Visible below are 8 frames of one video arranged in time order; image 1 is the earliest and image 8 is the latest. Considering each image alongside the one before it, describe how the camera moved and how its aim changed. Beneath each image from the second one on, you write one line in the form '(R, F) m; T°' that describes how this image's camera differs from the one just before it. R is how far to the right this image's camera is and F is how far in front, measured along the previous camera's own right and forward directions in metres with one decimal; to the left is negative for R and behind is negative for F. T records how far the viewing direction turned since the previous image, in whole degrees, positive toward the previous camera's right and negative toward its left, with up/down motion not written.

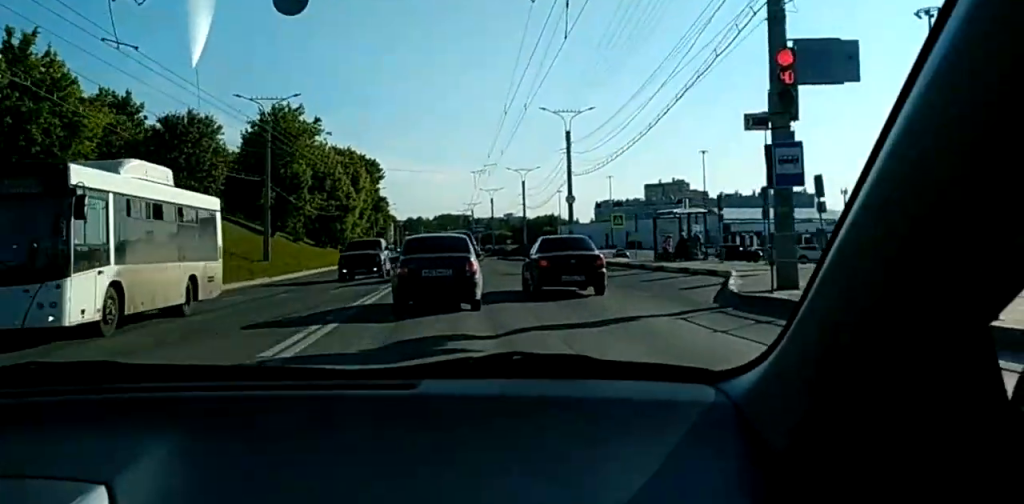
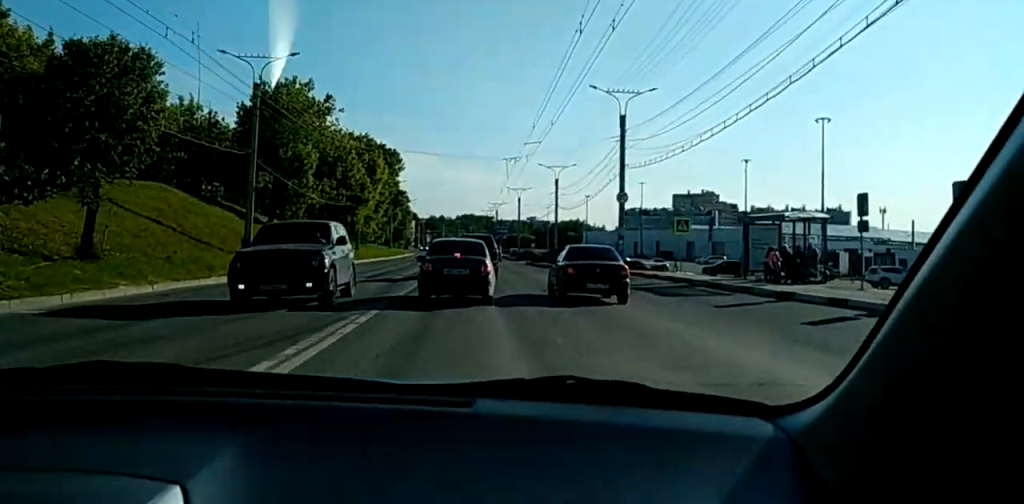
(-0.3, +10.3) m; -1°
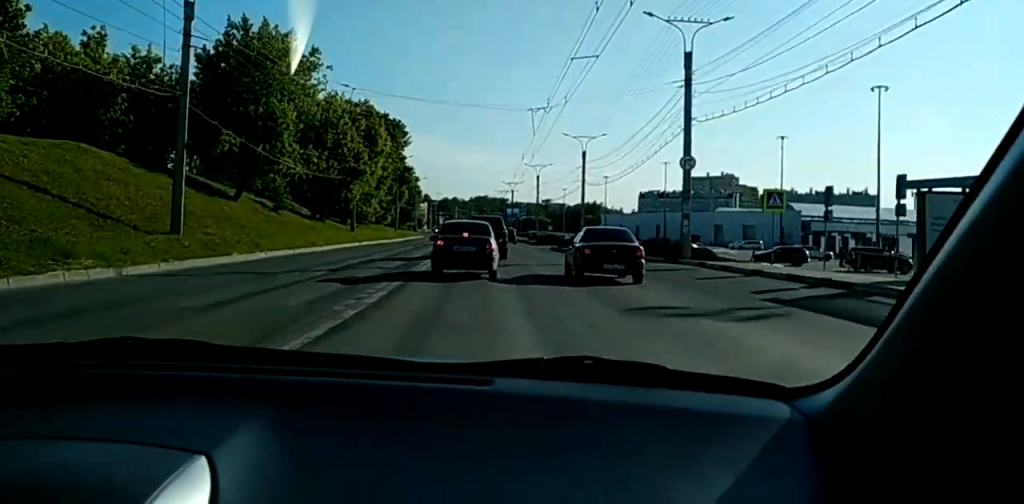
(0.0, +11.5) m; 0°
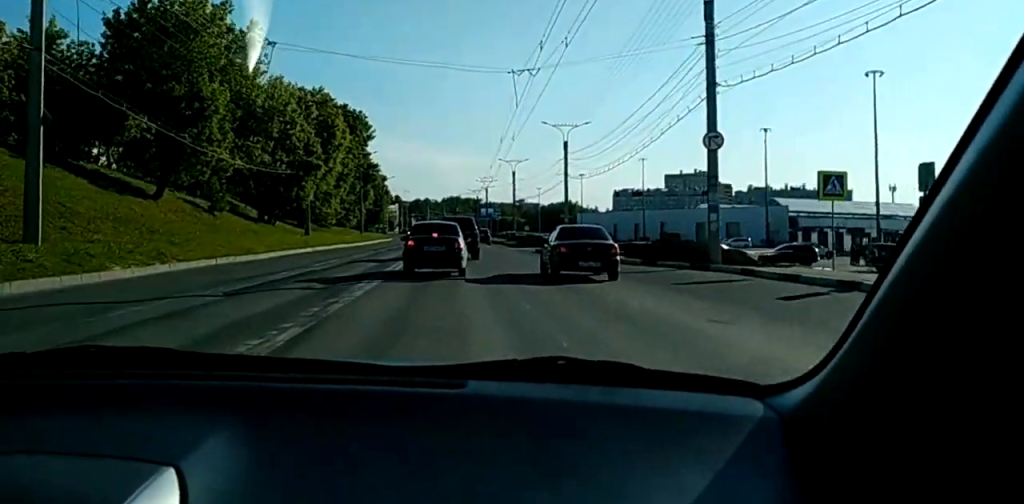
(+0.2, +7.7) m; 0°
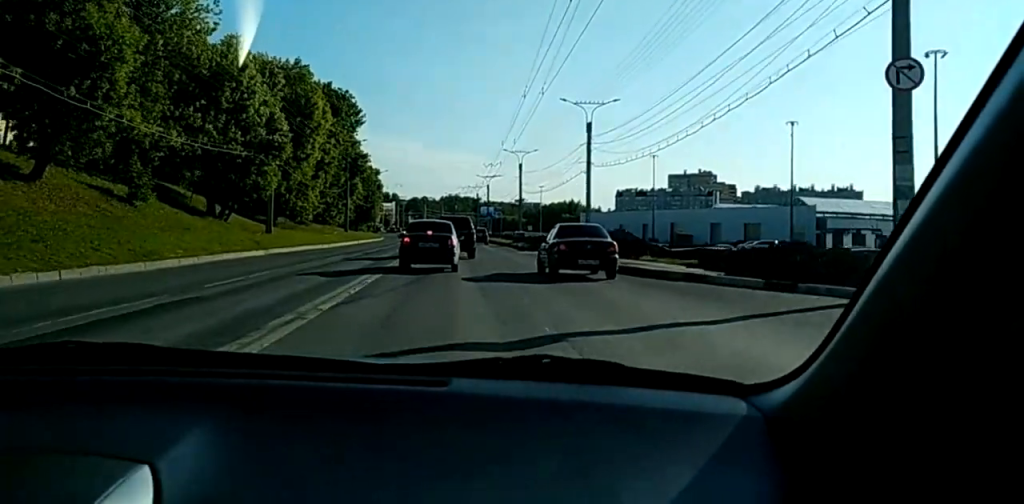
(-0.3, +11.2) m; -1°
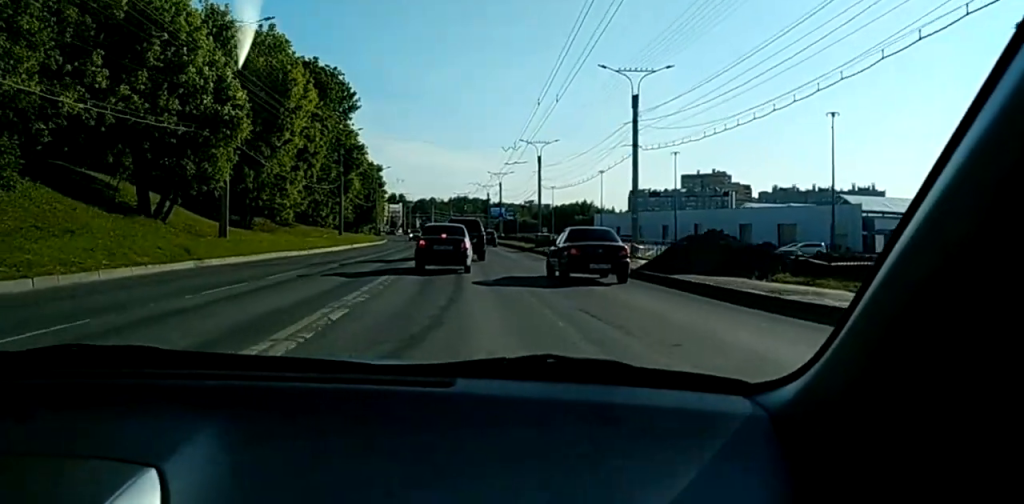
(+0.1, +12.1) m; 0°
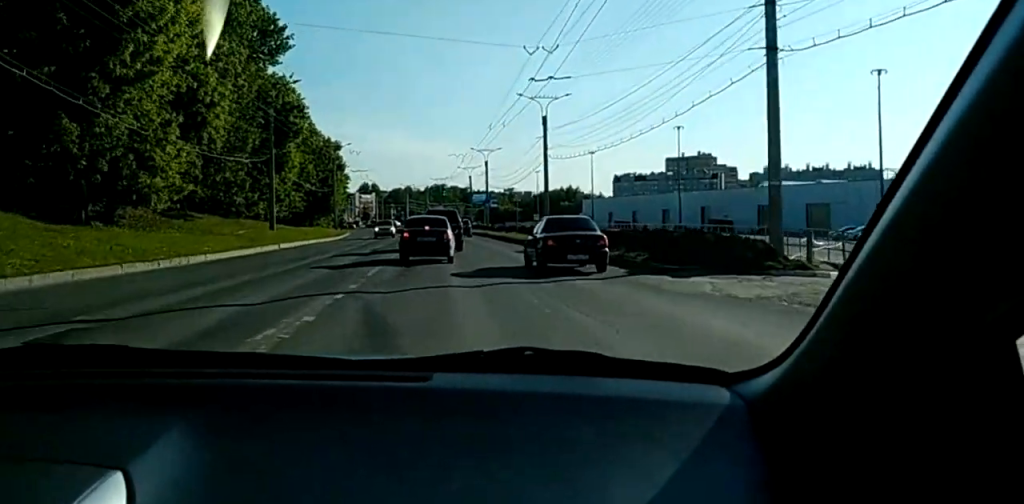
(+0.1, +21.3) m; 0°
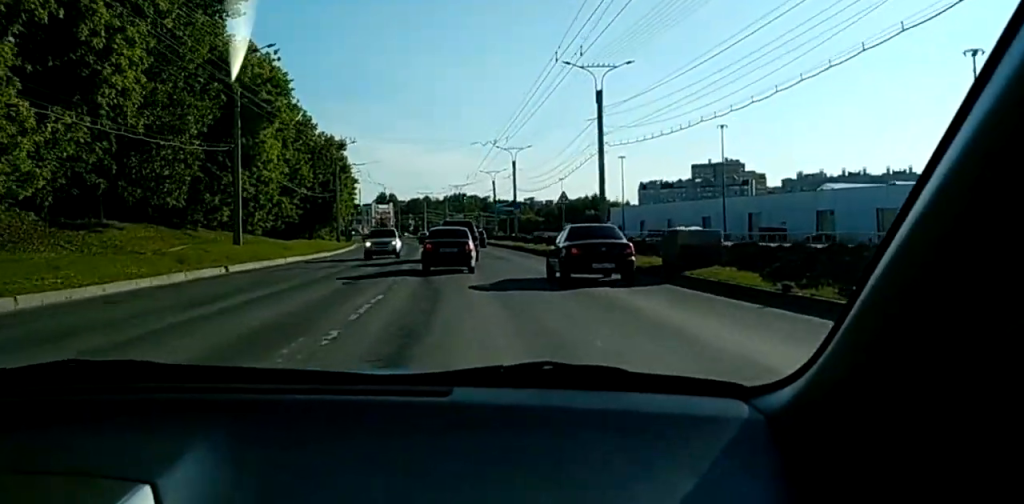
(0.0, +14.5) m; +1°
